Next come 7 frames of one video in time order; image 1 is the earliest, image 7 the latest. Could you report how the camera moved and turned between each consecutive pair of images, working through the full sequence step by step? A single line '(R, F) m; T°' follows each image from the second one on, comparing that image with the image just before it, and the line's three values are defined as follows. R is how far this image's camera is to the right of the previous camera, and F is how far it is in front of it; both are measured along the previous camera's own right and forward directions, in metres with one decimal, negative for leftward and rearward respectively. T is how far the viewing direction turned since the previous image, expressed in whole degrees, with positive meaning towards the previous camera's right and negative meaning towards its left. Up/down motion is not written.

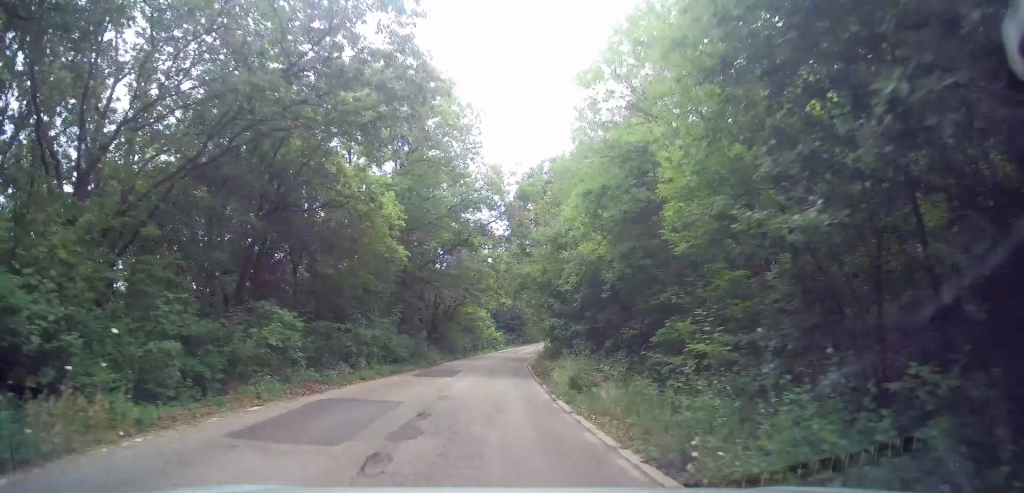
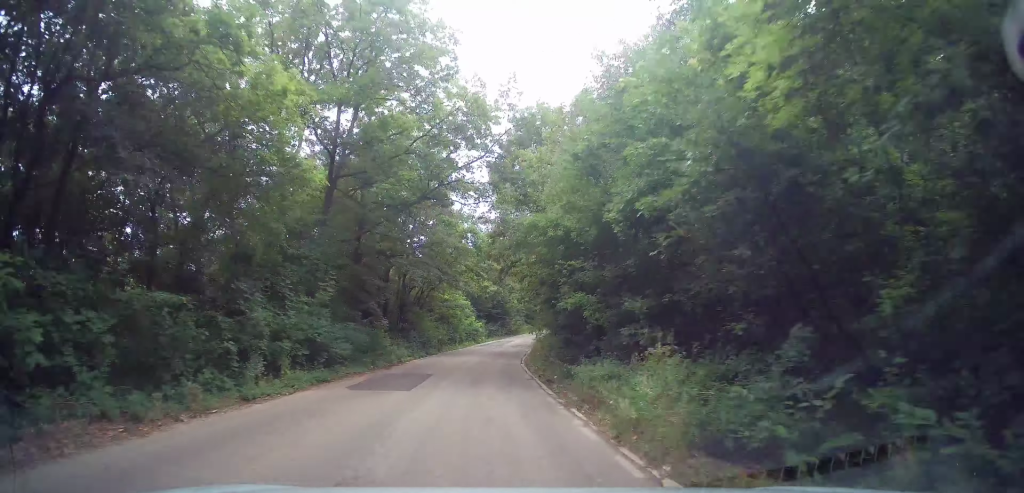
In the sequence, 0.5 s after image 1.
(0.0, +8.1) m; +3°
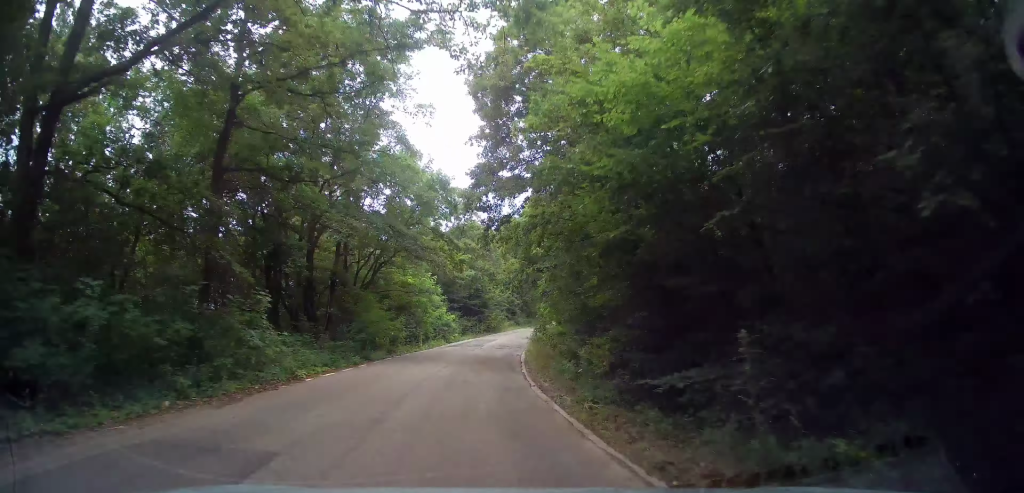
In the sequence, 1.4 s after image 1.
(+0.8, +13.0) m; +4°
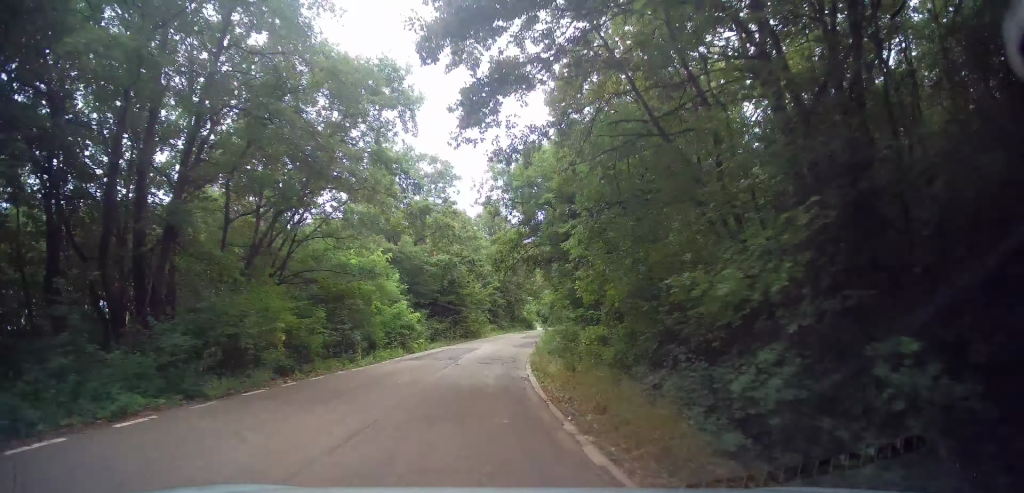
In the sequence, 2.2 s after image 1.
(+0.3, +12.8) m; +3°
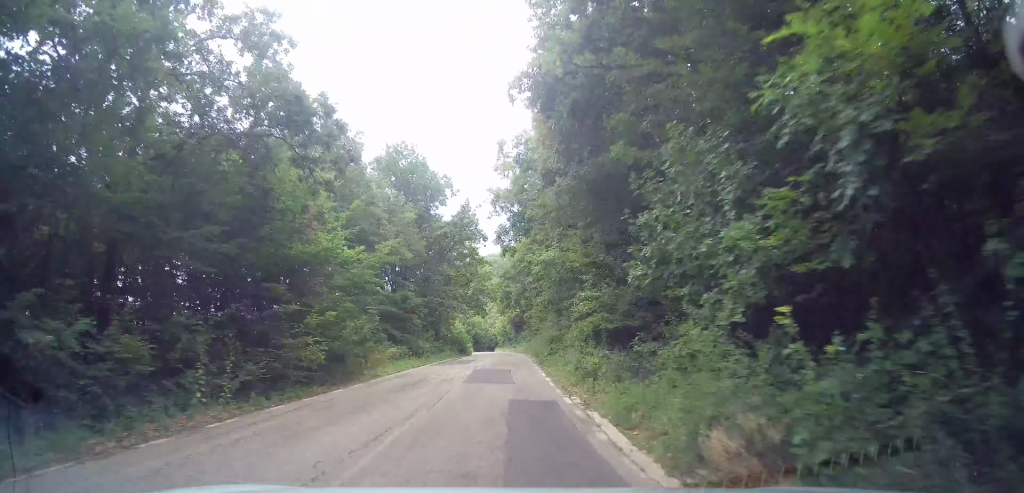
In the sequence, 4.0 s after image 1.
(+1.7, +30.5) m; +6°
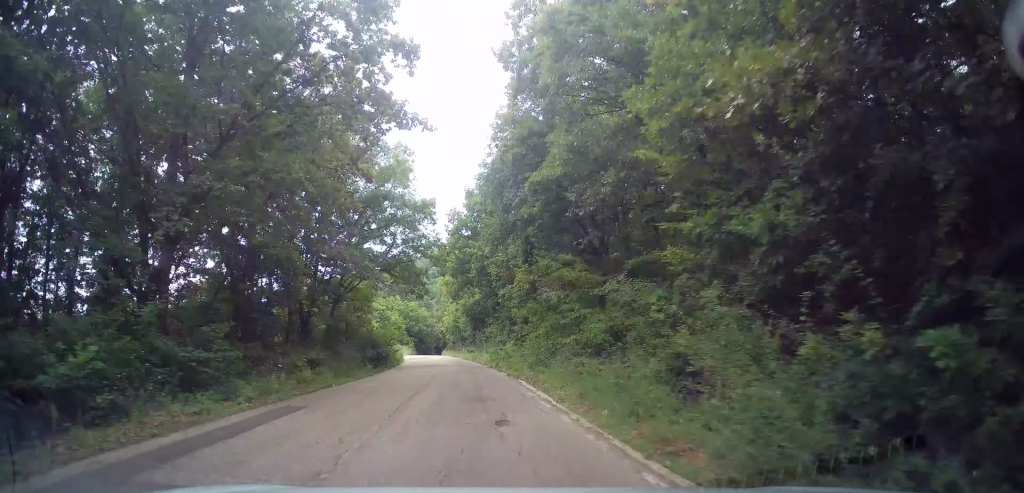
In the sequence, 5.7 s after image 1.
(+1.7, +28.4) m; +7°
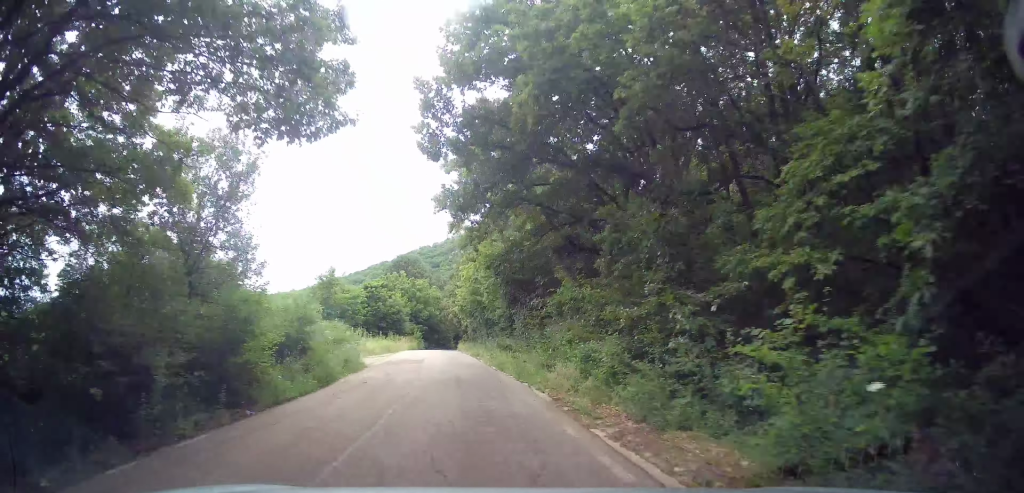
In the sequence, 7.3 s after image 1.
(+0.2, +27.0) m; -1°
